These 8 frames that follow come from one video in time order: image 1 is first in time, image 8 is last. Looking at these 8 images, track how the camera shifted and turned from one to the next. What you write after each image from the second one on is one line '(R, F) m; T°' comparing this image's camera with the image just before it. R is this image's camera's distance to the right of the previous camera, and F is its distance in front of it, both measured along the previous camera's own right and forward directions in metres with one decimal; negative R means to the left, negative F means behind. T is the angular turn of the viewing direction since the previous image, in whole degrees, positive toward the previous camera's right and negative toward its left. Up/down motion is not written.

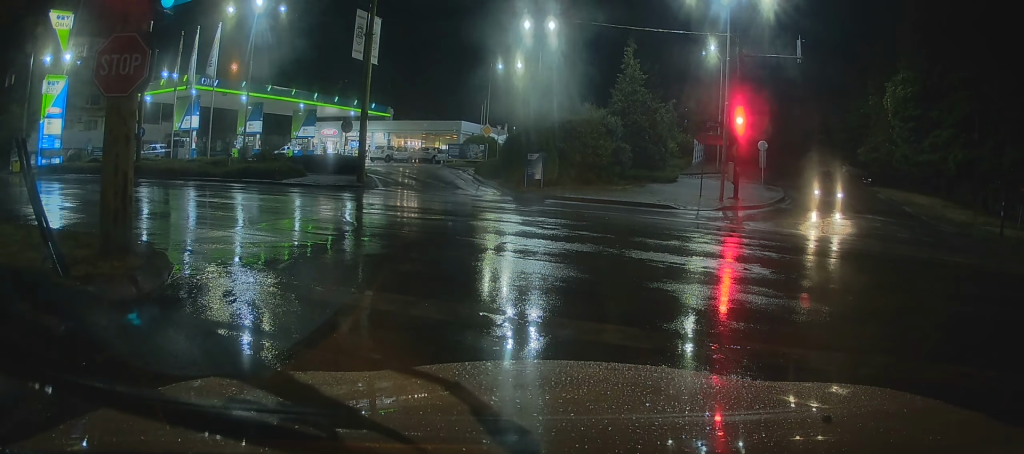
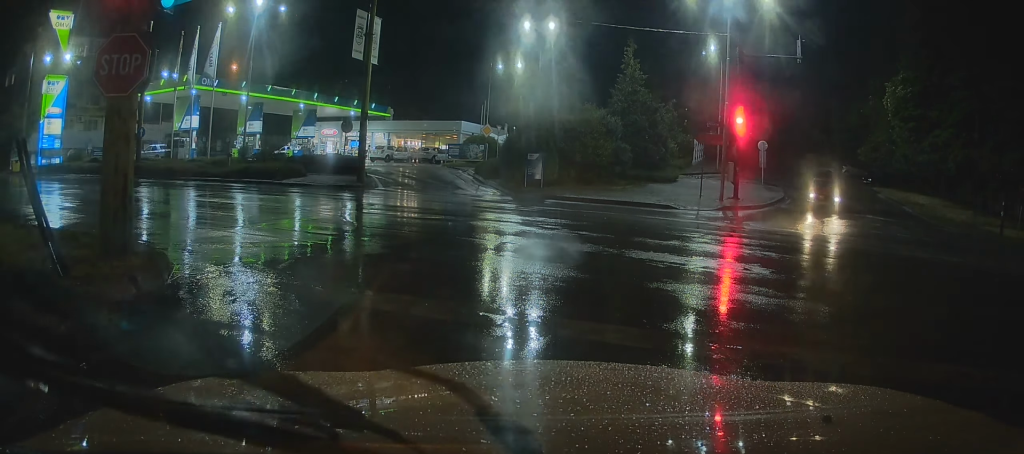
(0.0, 0.0) m; 0°
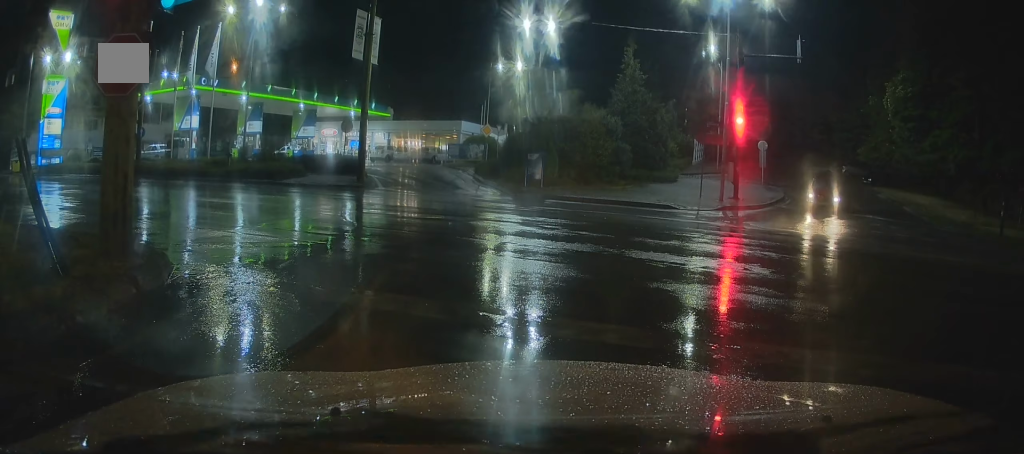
(0.0, 0.0) m; 0°
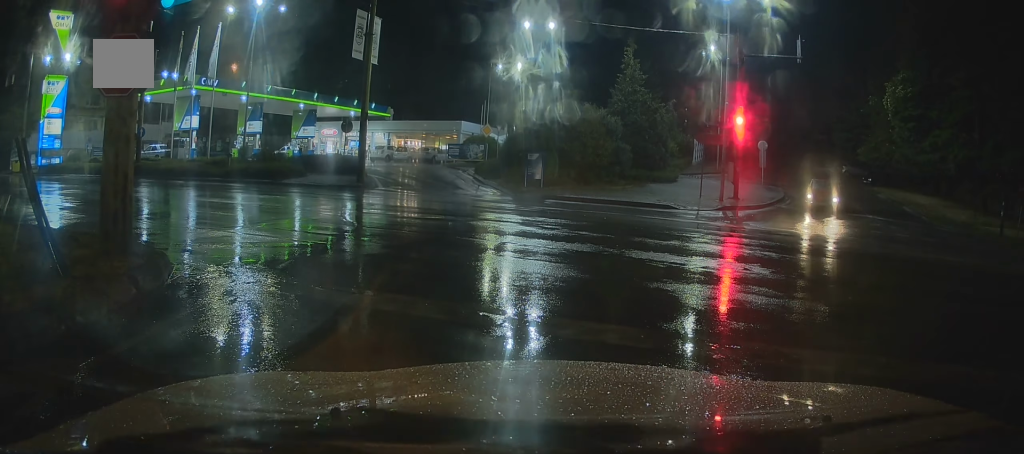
(0.0, 0.0) m; 0°
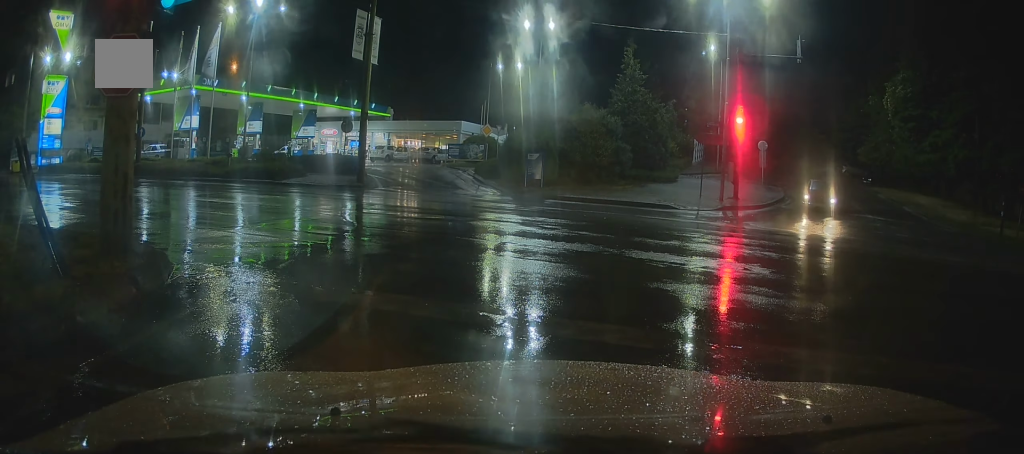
(0.0, 0.0) m; 0°
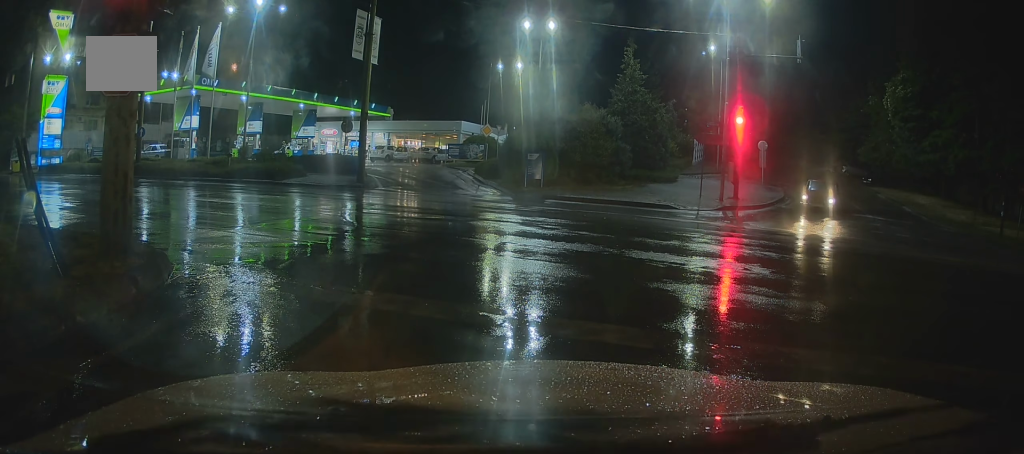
(0.0, 0.0) m; 0°
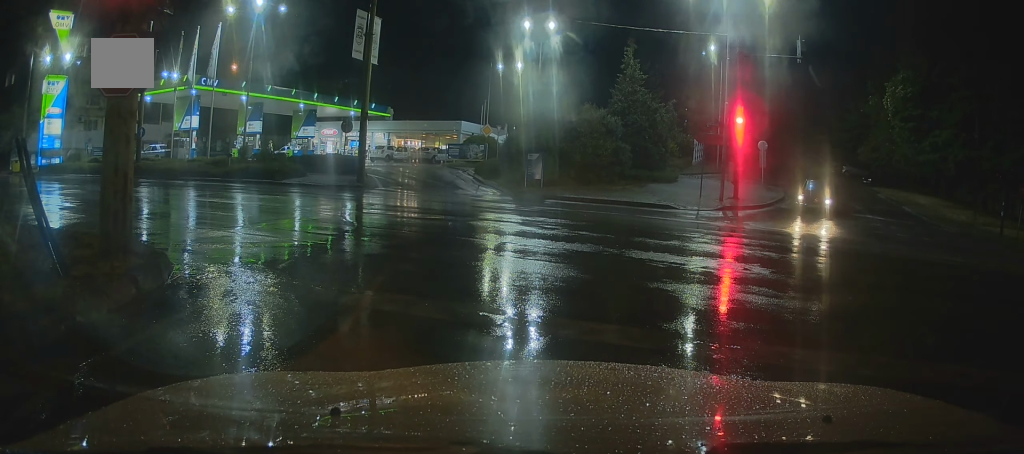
(0.0, 0.0) m; 0°
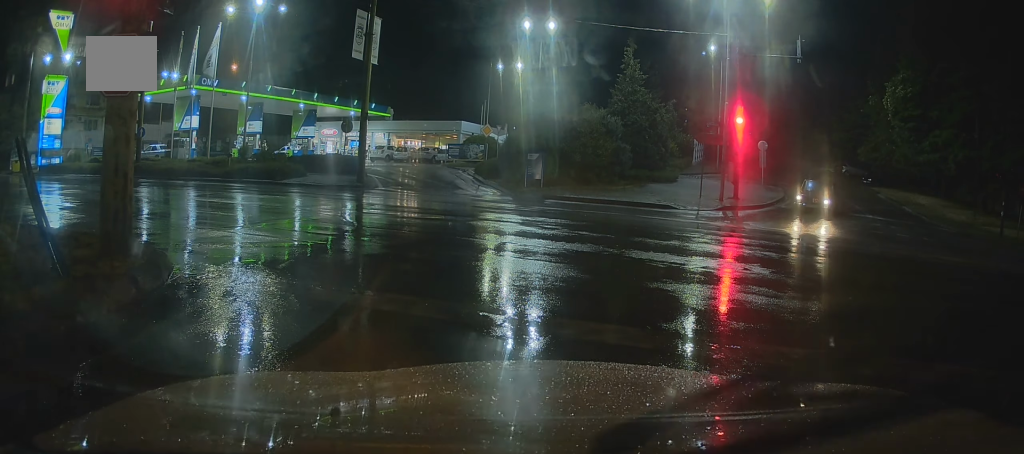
(0.0, 0.0) m; 0°
